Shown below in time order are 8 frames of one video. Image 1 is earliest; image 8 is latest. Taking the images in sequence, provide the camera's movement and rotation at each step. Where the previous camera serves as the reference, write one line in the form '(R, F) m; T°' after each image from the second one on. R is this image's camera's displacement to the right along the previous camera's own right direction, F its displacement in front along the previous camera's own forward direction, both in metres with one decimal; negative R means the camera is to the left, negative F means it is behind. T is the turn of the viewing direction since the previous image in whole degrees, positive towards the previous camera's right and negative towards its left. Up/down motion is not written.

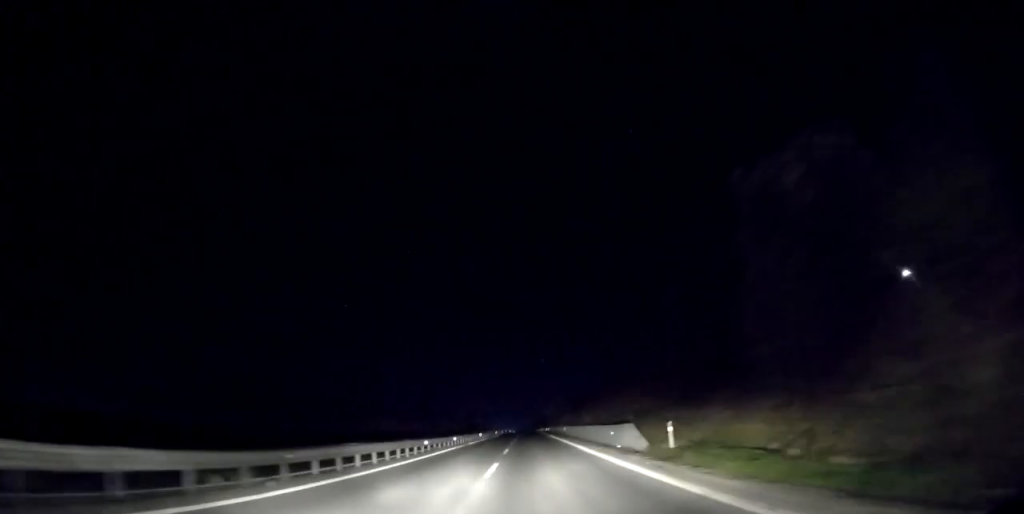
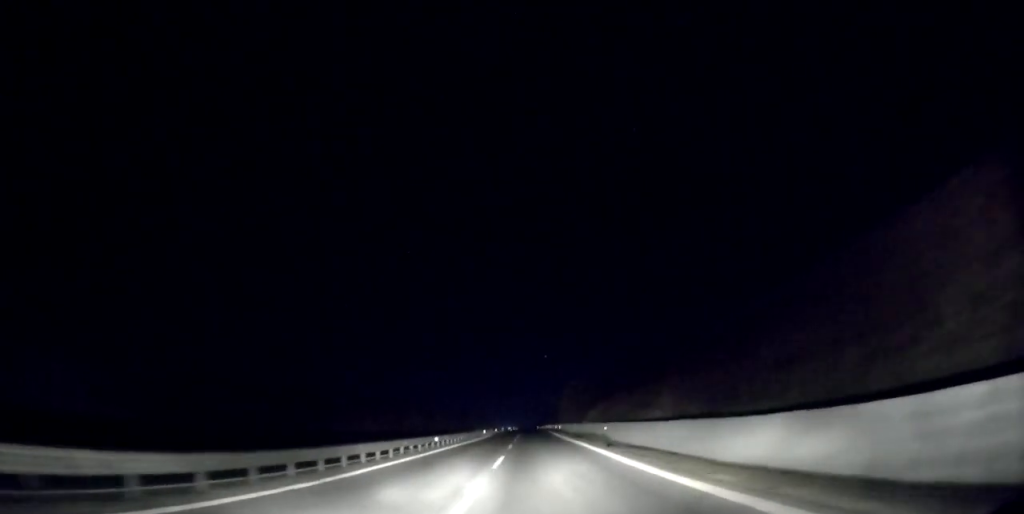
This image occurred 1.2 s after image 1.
(+0.3, +31.3) m; -1°
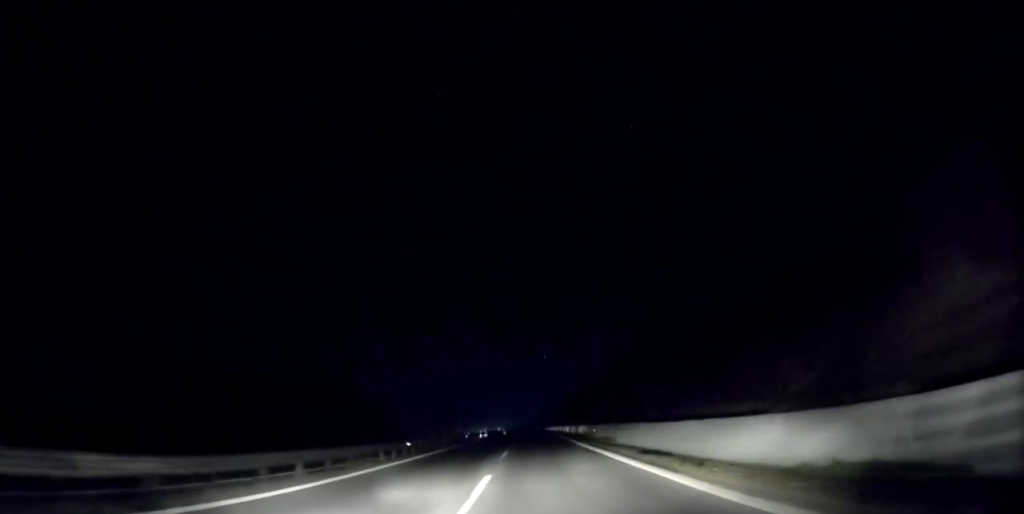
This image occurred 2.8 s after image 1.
(-0.6, +33.9) m; 0°
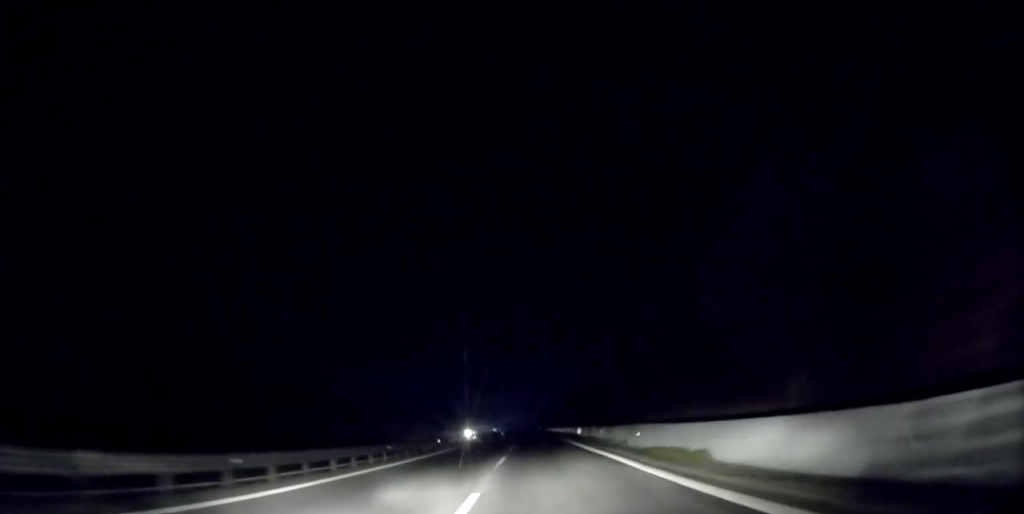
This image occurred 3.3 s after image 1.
(+0.1, +11.3) m; +1°
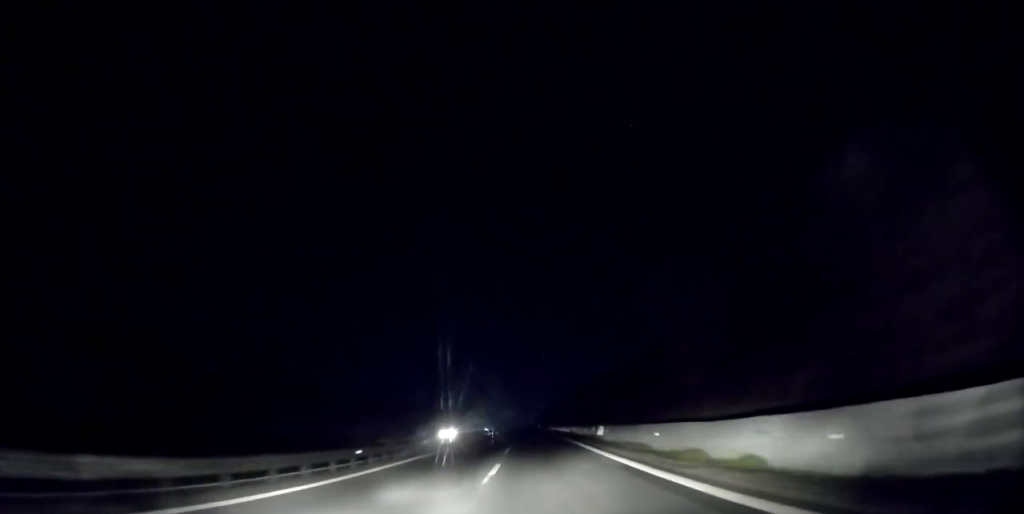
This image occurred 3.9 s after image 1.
(+0.1, +11.6) m; 0°
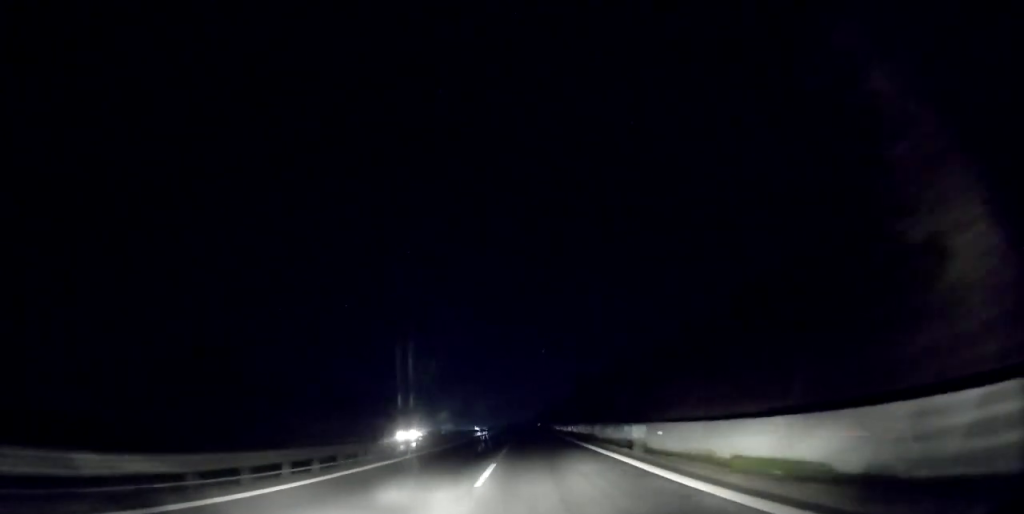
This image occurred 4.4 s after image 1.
(0.0, +10.4) m; 0°
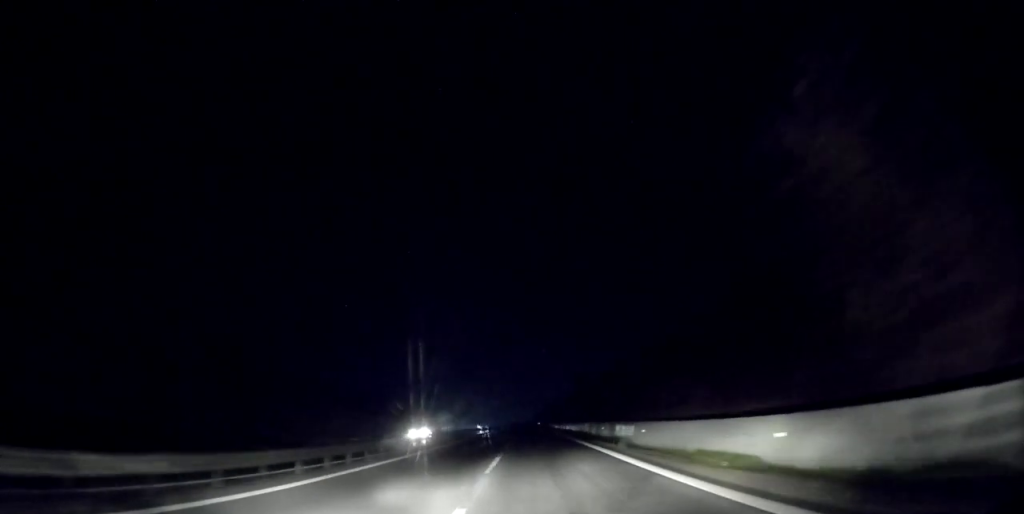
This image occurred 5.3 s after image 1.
(0.0, +21.6) m; -1°
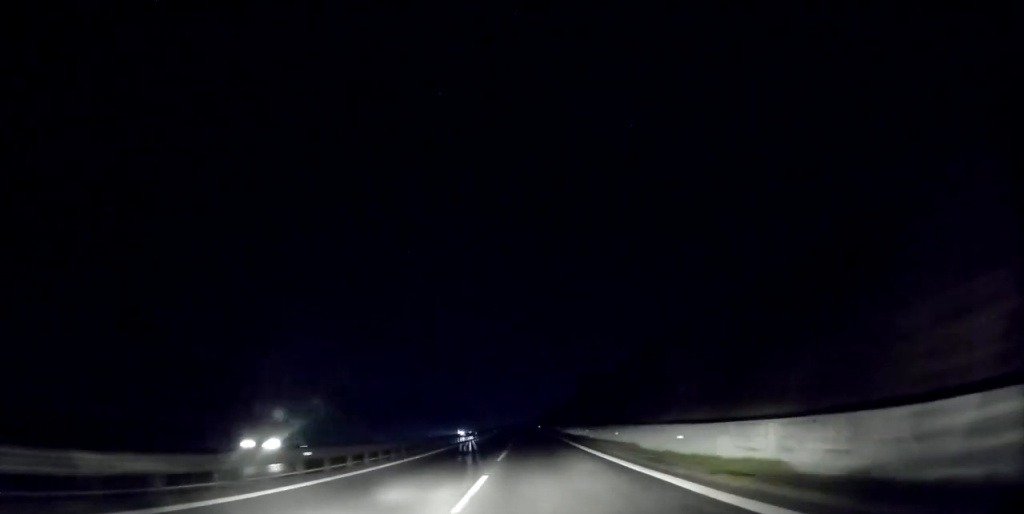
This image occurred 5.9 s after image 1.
(-0.1, +16.4) m; 0°
